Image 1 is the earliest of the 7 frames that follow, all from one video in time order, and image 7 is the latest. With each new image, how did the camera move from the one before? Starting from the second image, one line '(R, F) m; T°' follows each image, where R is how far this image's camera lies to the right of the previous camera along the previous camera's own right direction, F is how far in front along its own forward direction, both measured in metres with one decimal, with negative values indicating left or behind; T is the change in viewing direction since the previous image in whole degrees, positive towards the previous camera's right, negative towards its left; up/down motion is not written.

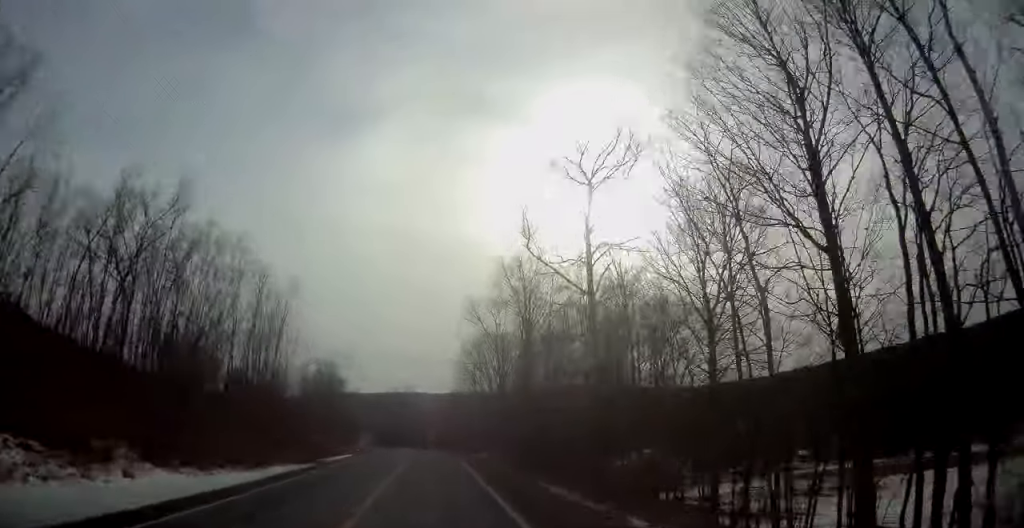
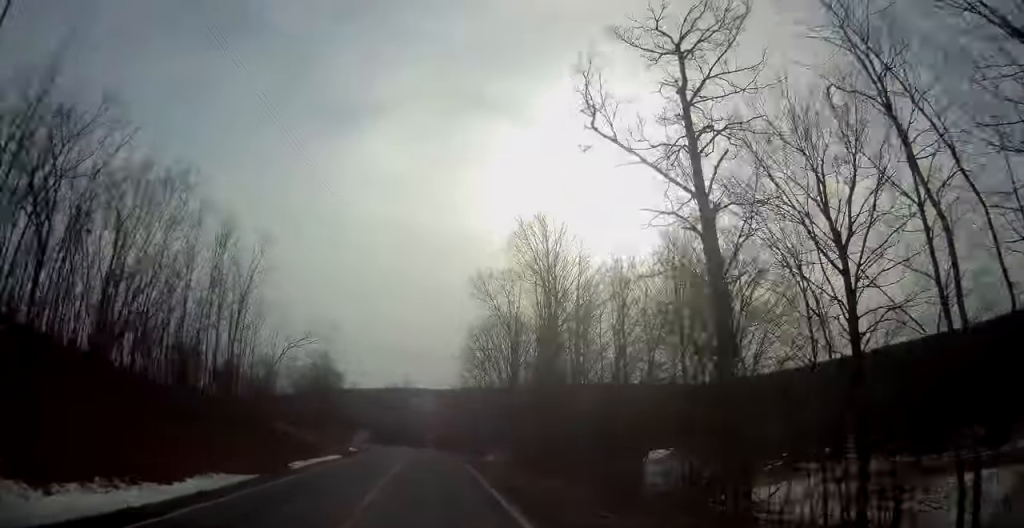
(0.0, +10.9) m; -1°
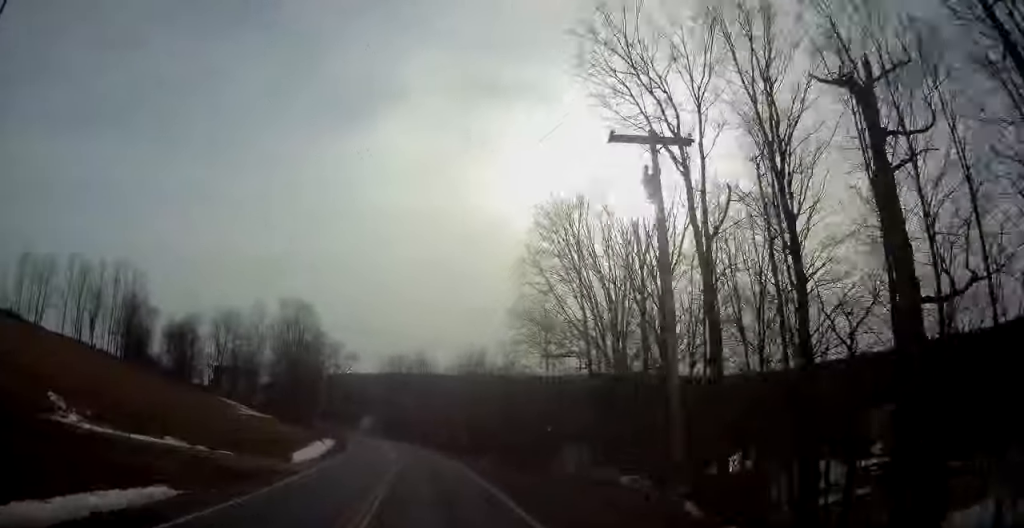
(-1.0, +40.1) m; -2°
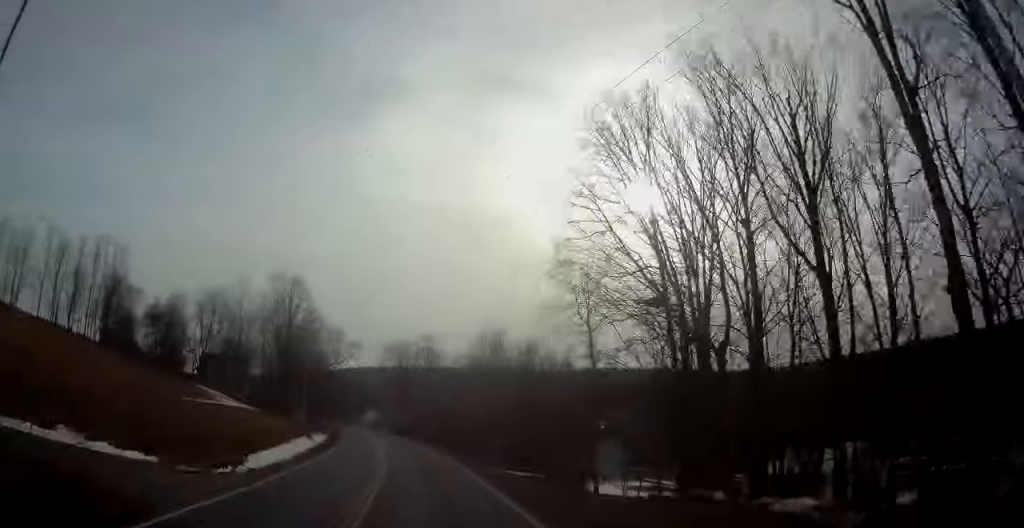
(+0.2, +11.3) m; 0°
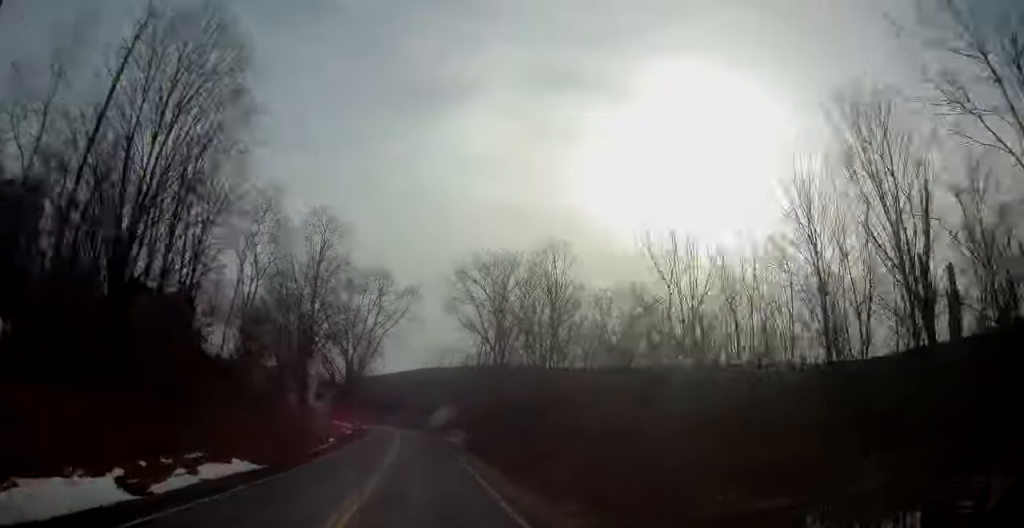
(-3.5, +56.0) m; -7°
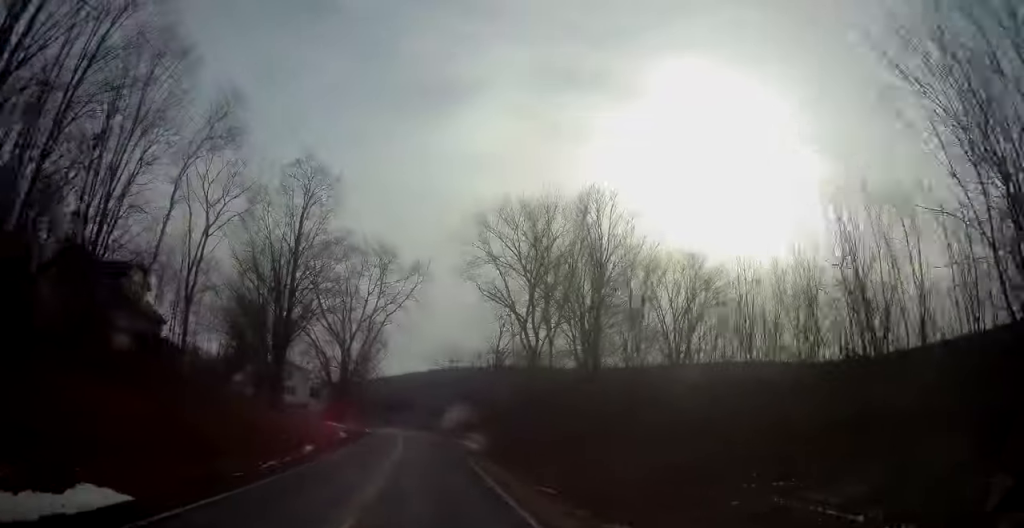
(-0.4, +12.2) m; -1°
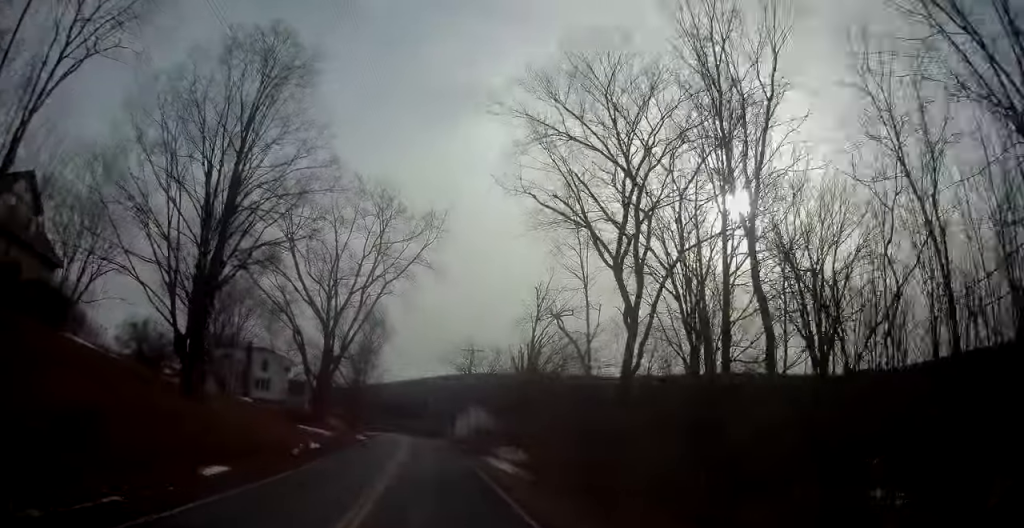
(+0.3, +17.7) m; 0°
